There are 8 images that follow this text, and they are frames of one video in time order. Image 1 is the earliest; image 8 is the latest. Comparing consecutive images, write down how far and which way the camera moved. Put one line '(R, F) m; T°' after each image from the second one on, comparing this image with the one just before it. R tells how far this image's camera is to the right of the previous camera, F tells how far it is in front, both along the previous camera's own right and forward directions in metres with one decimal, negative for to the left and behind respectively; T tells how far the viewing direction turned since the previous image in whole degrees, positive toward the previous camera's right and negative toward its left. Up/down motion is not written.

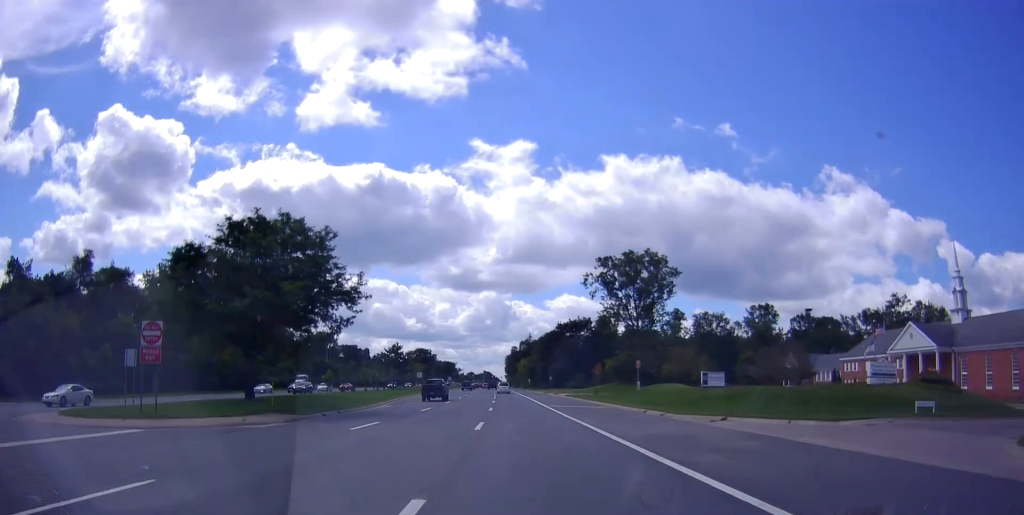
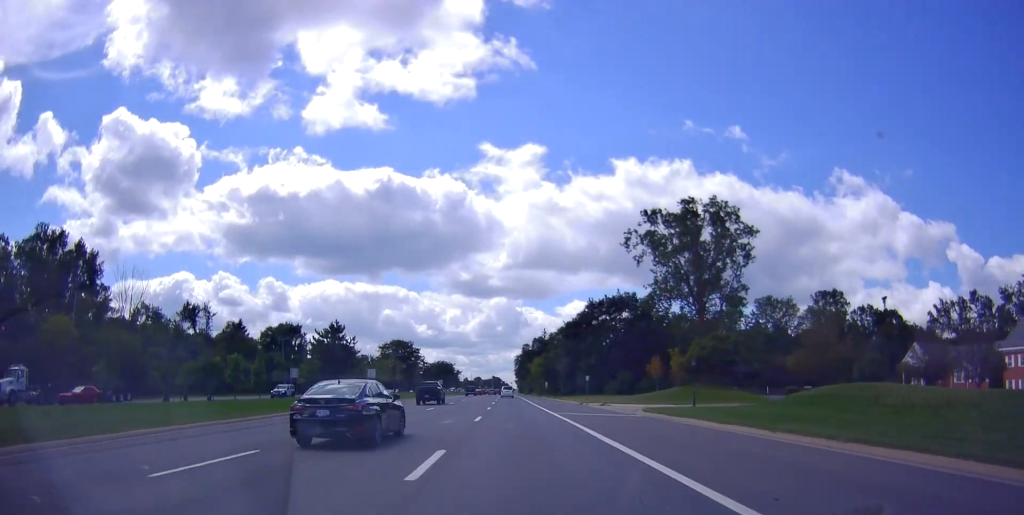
(-0.8, +40.2) m; -2°
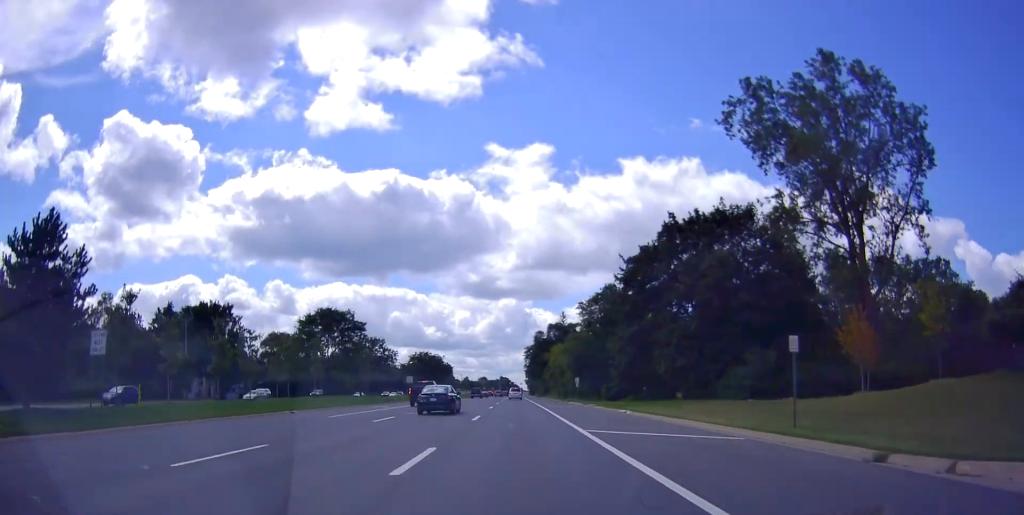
(+0.4, +46.1) m; 0°
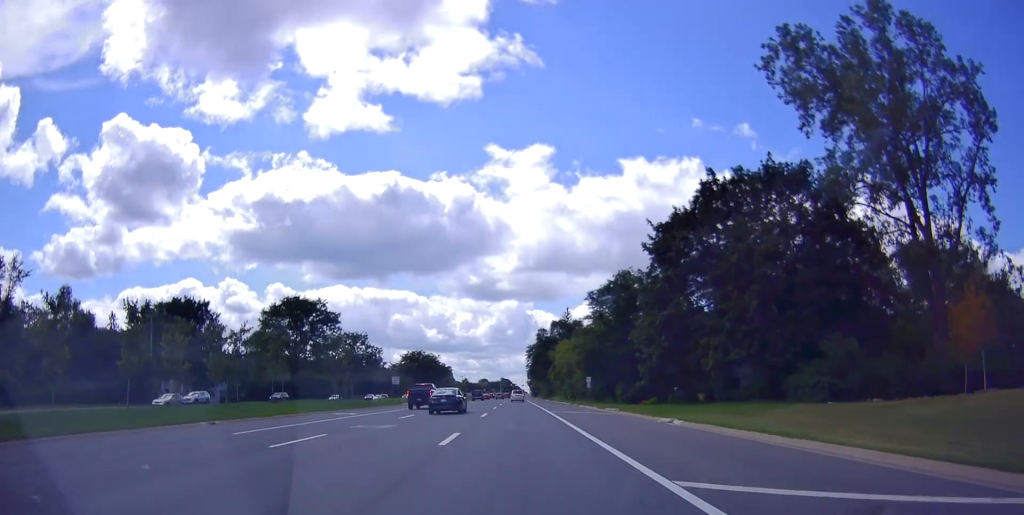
(0.0, +10.5) m; -1°
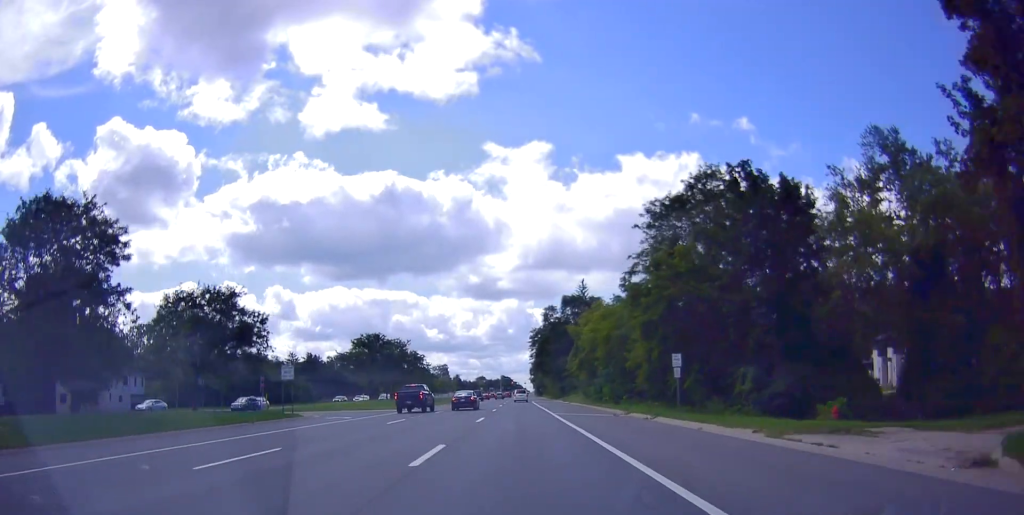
(-0.7, +35.0) m; -1°
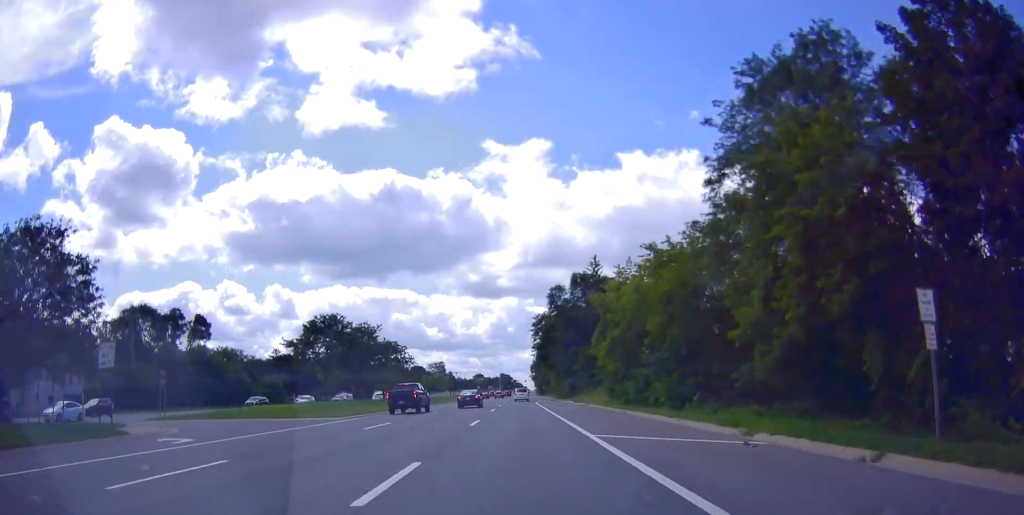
(0.0, +19.0) m; +1°
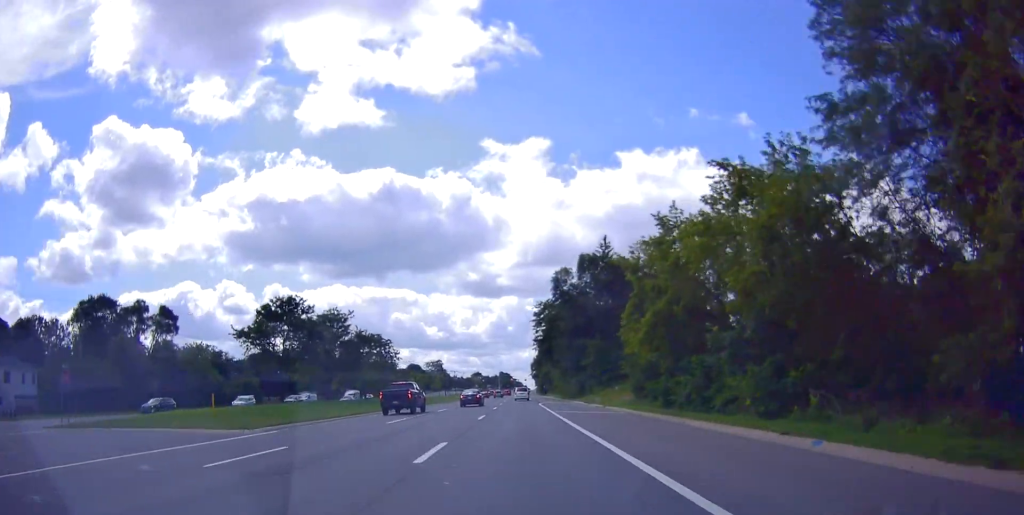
(+0.2, +11.7) m; 0°
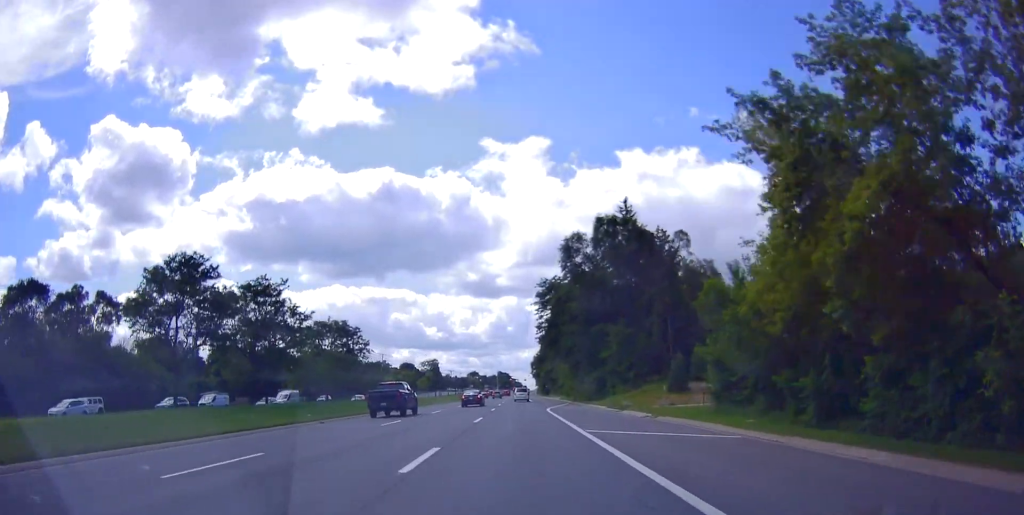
(0.0, +17.1) m; 0°
